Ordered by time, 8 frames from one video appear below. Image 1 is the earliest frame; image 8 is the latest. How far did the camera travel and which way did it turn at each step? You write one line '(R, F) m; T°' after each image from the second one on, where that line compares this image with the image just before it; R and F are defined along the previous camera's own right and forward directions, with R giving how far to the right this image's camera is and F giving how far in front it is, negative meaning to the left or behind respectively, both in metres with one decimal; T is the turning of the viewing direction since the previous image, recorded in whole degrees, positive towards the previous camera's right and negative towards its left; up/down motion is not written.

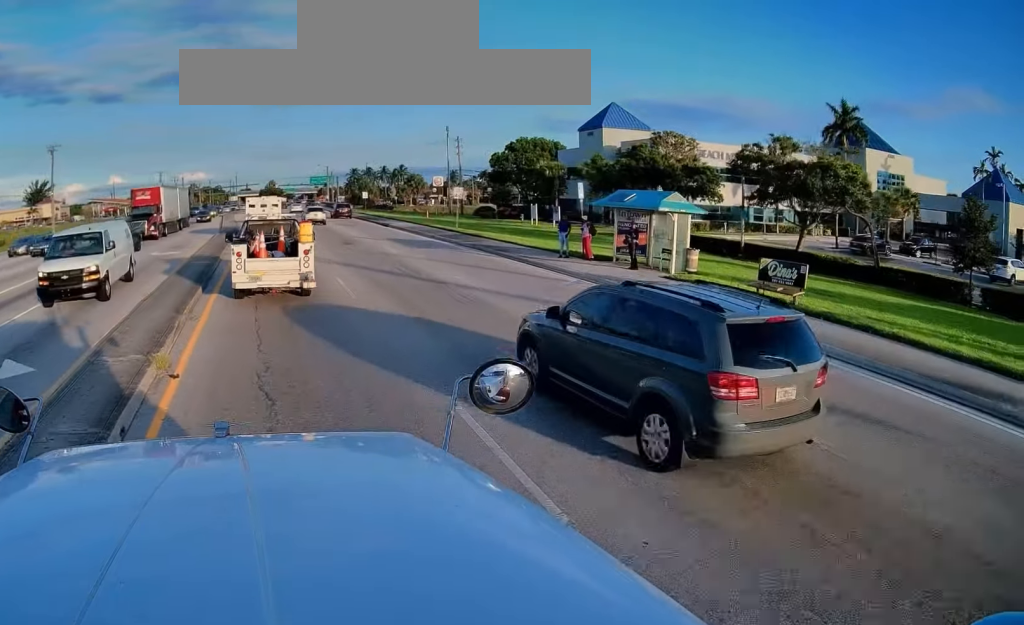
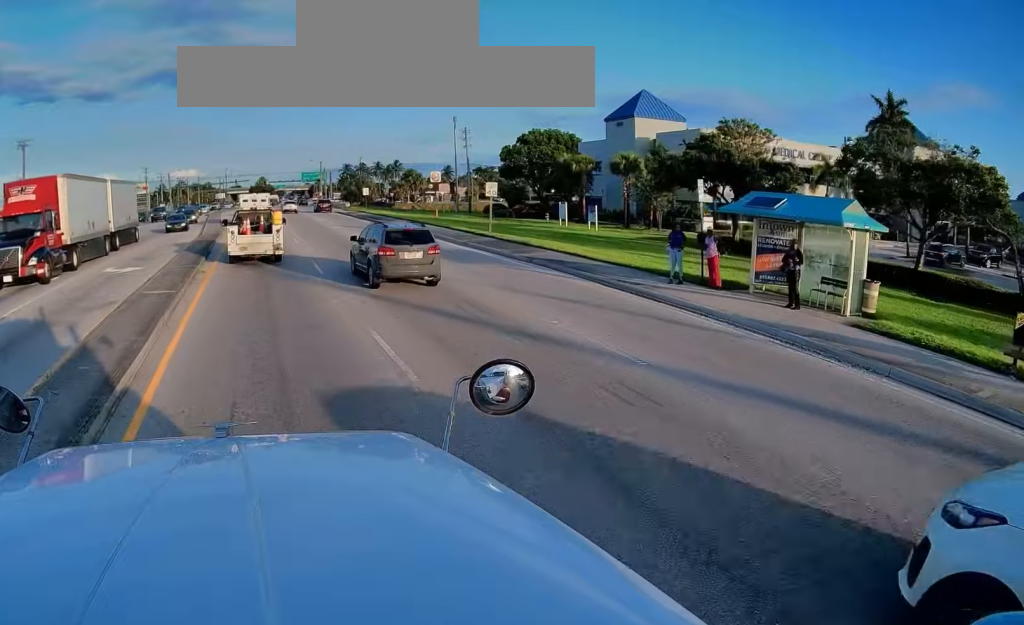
(+0.2, +8.6) m; +1°
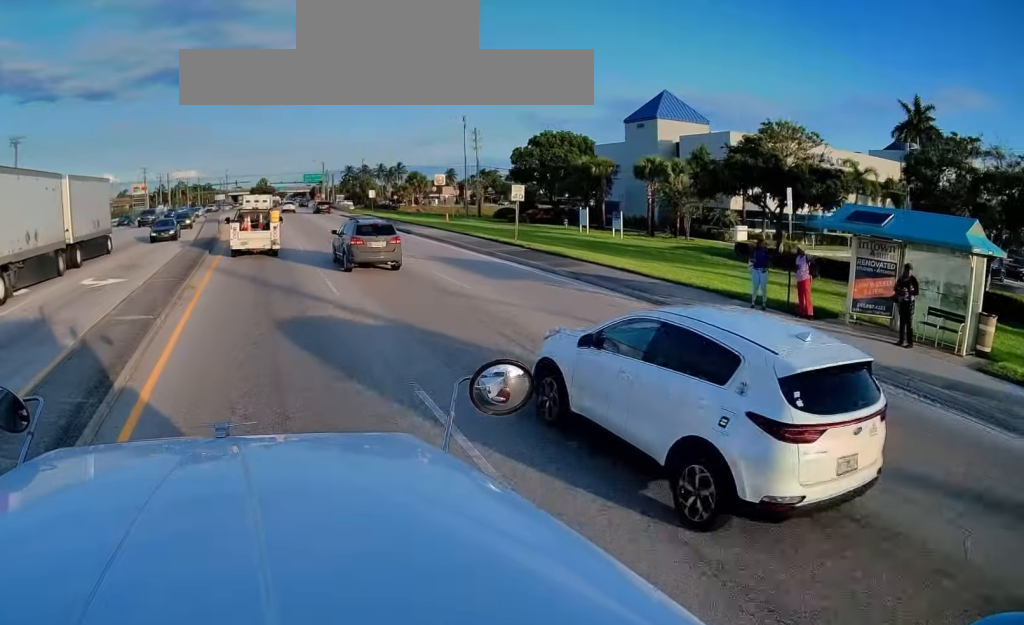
(-0.1, +3.5) m; -1°
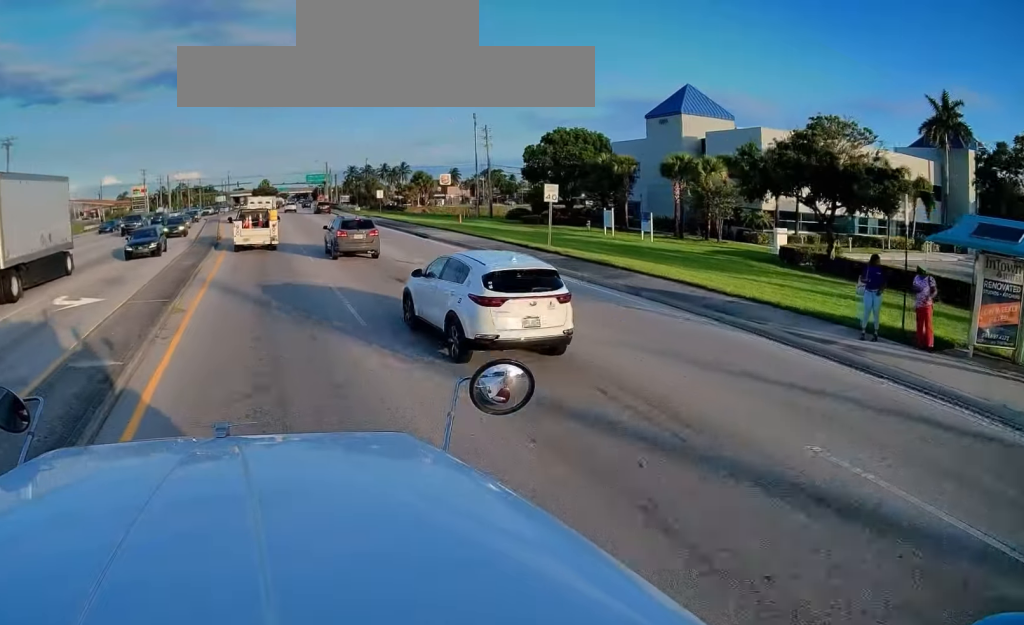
(0.0, +3.7) m; 0°
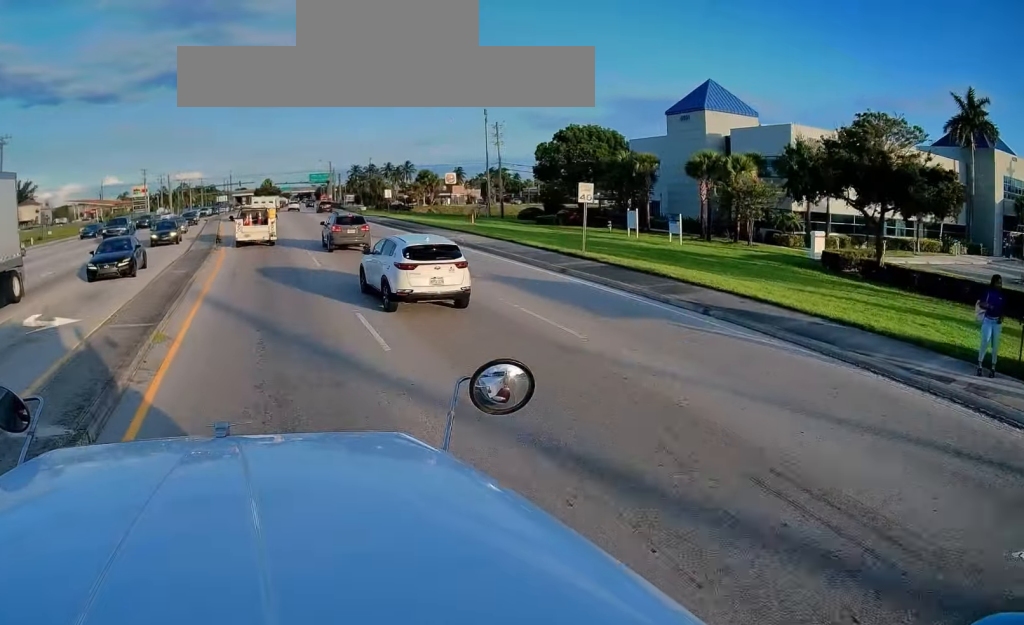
(0.0, +3.0) m; 0°
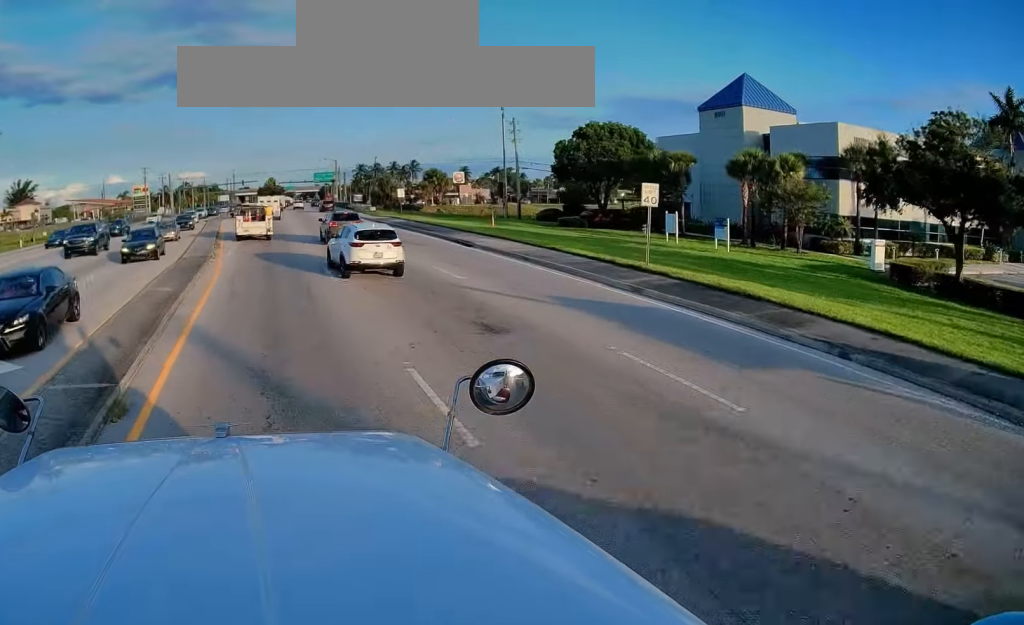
(0.0, +4.7) m; 0°
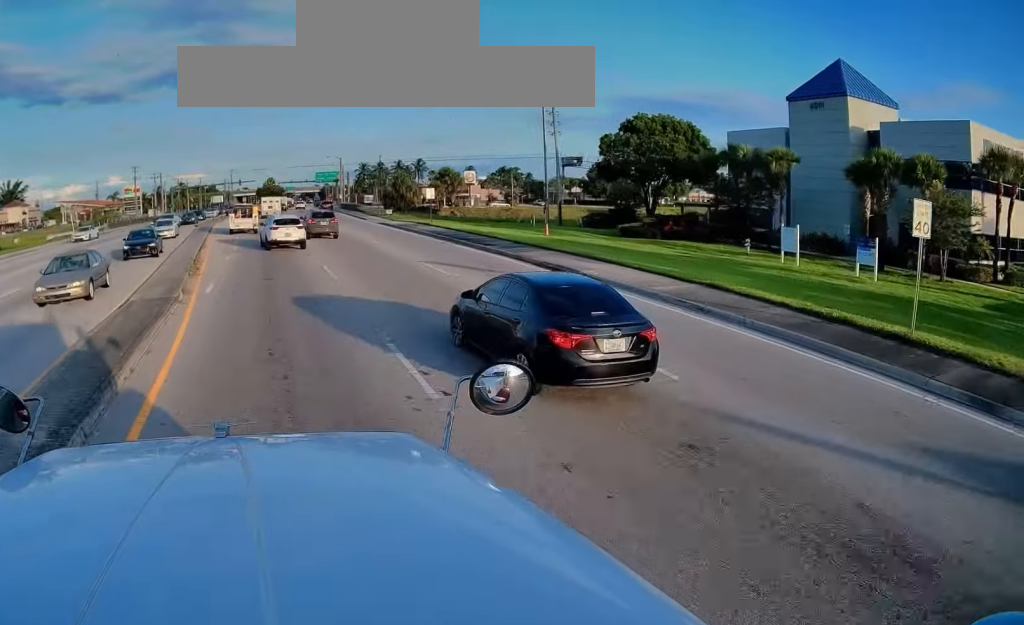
(0.0, +10.8) m; 0°
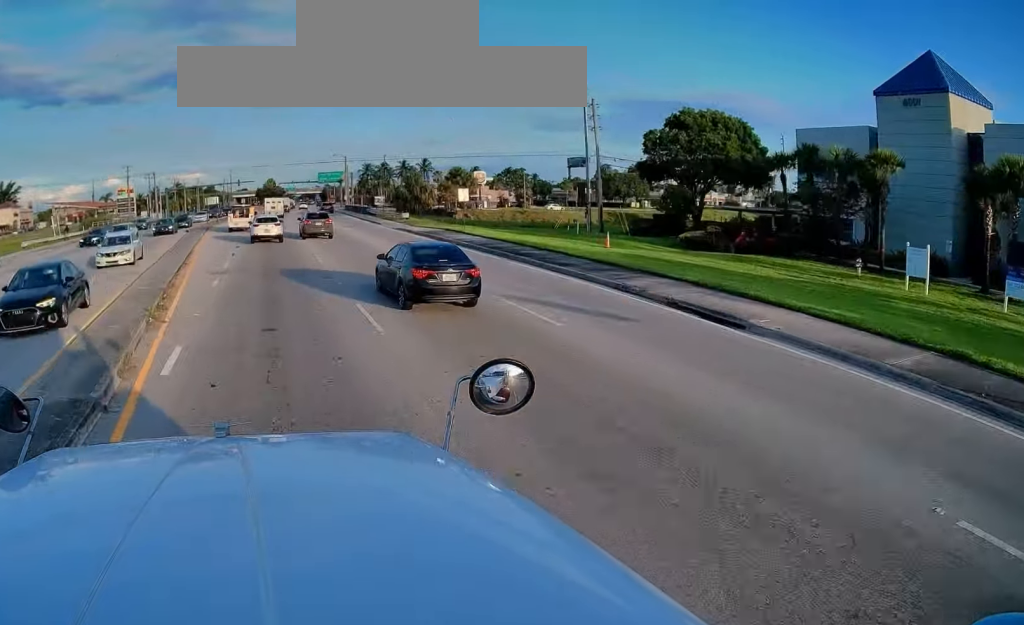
(0.0, +8.2) m; 0°
